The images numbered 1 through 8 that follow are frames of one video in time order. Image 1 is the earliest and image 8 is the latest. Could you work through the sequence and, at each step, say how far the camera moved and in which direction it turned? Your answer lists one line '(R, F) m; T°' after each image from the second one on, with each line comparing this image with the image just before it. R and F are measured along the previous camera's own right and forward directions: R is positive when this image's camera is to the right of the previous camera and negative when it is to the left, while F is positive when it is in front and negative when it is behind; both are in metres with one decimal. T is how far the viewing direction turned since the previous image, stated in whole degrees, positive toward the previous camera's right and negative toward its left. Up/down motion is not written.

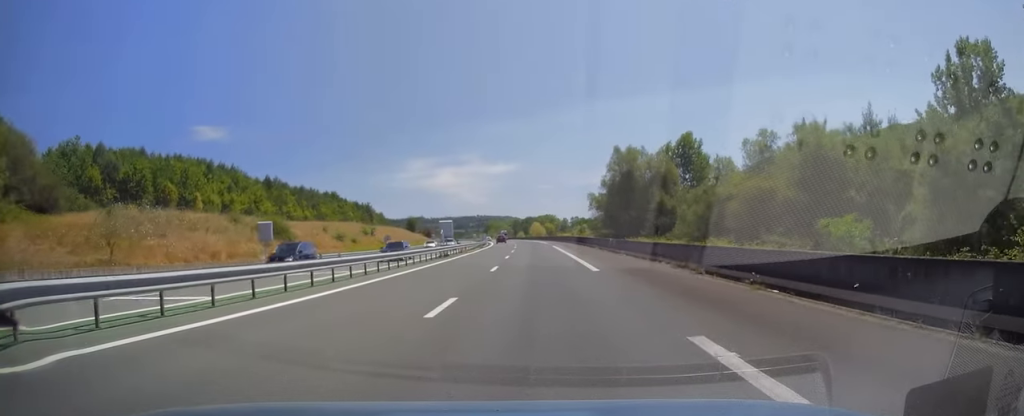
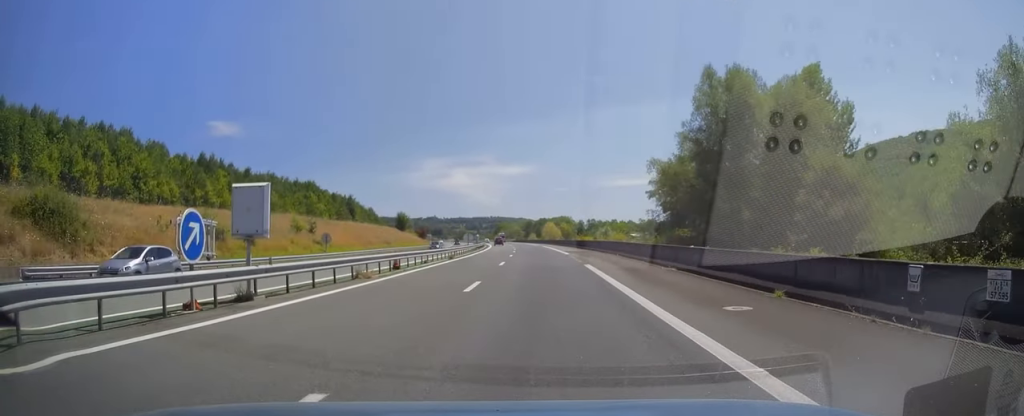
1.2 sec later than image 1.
(-0.4, +34.1) m; -1°
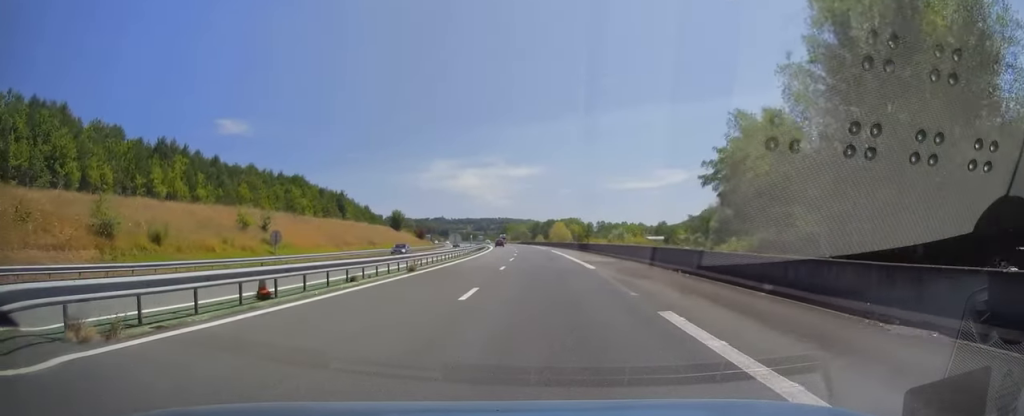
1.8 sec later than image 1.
(+0.1, +15.0) m; -1°
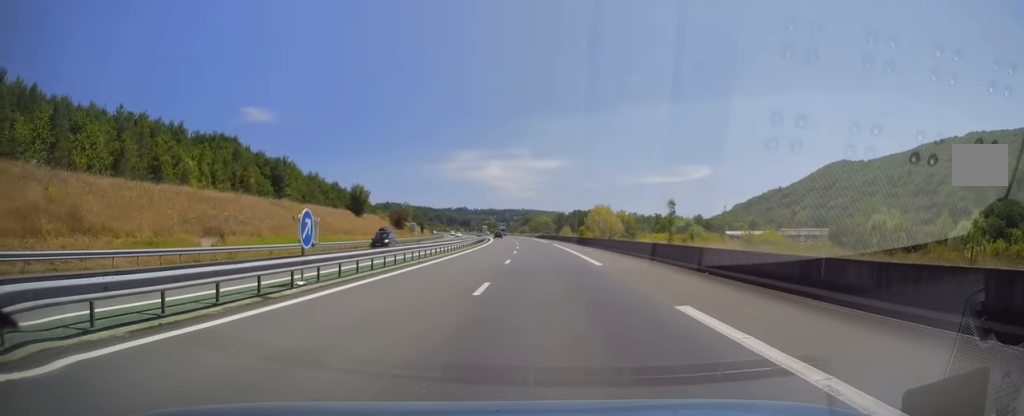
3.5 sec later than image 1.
(-0.7, +52.1) m; -2°
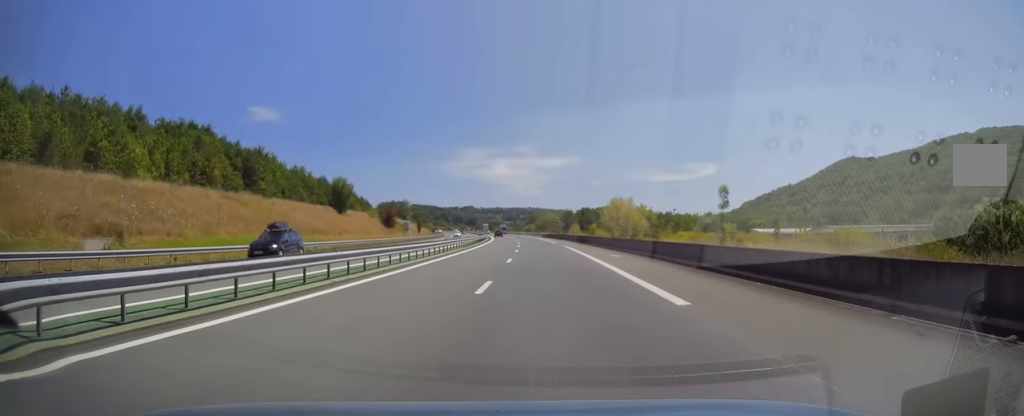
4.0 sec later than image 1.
(0.0, +13.3) m; -1°
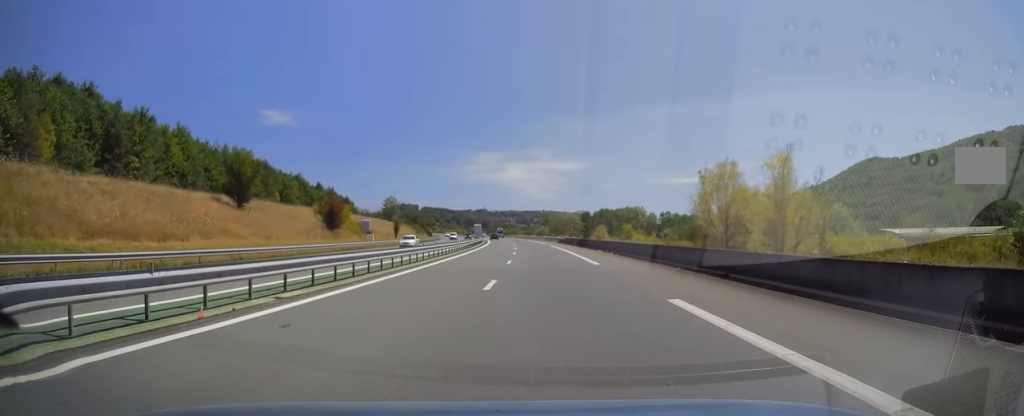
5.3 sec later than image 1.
(-0.7, +37.7) m; -2°
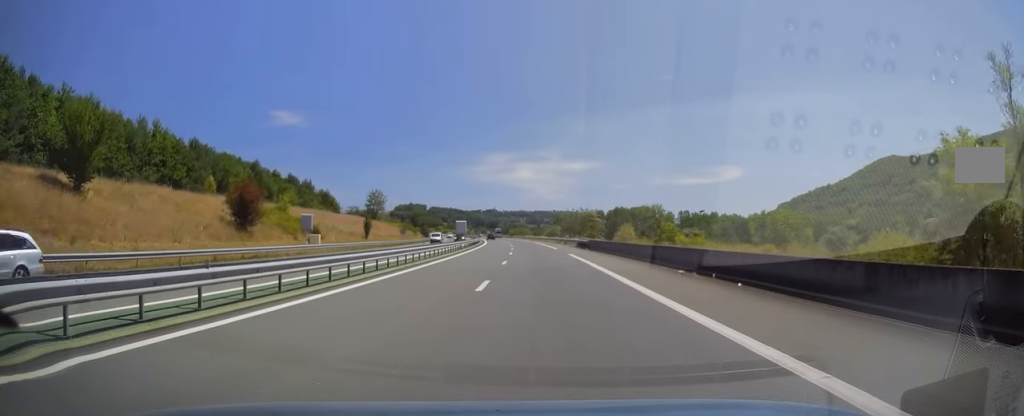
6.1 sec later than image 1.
(-0.1, +26.0) m; -1°
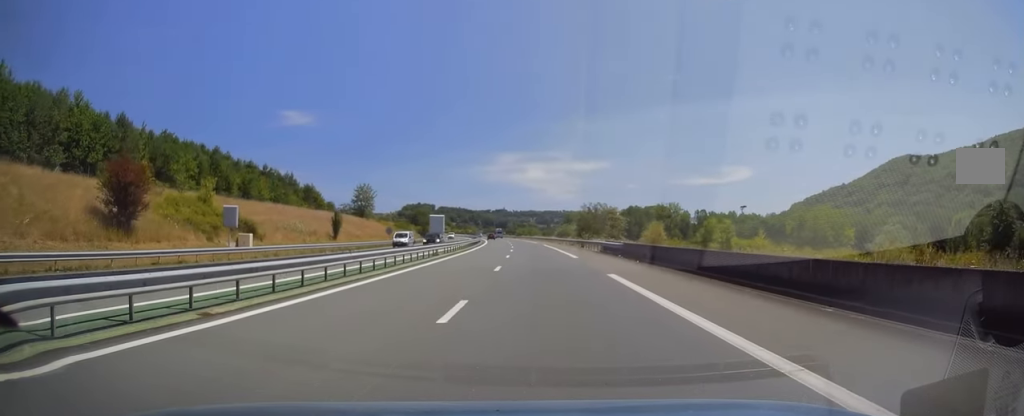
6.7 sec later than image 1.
(-0.4, +18.1) m; -1°
